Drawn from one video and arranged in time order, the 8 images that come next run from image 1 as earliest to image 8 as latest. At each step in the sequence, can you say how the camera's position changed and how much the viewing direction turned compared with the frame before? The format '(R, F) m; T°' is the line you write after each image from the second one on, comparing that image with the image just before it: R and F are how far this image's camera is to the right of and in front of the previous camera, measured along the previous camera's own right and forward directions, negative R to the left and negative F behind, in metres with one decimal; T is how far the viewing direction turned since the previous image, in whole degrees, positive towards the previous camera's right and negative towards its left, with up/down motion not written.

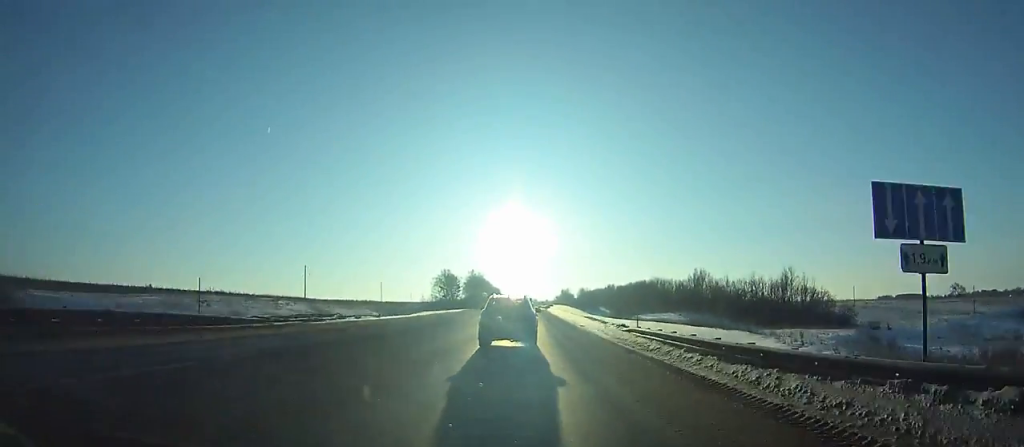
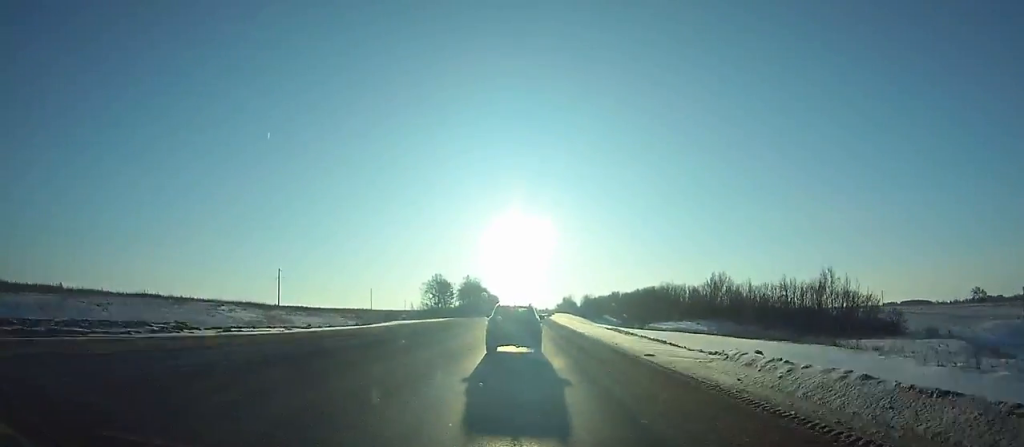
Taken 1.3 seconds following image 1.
(0.0, +23.7) m; 0°
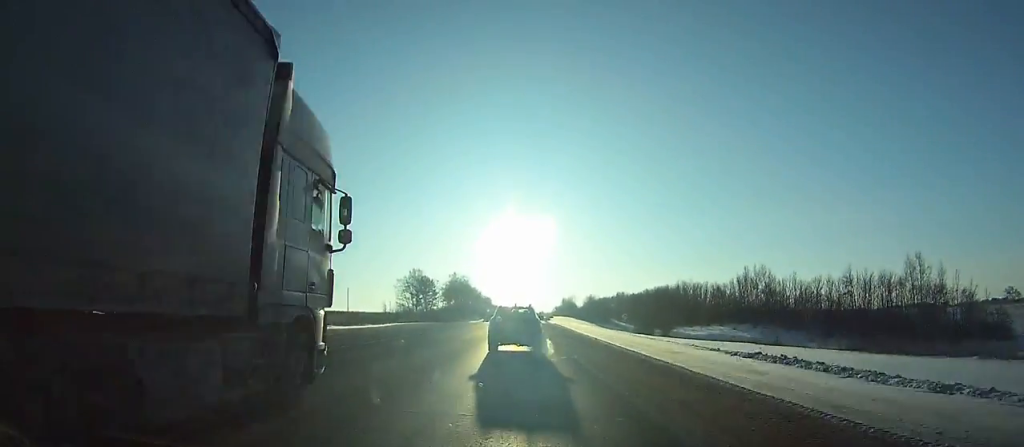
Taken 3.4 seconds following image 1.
(0.0, +37.7) m; 0°
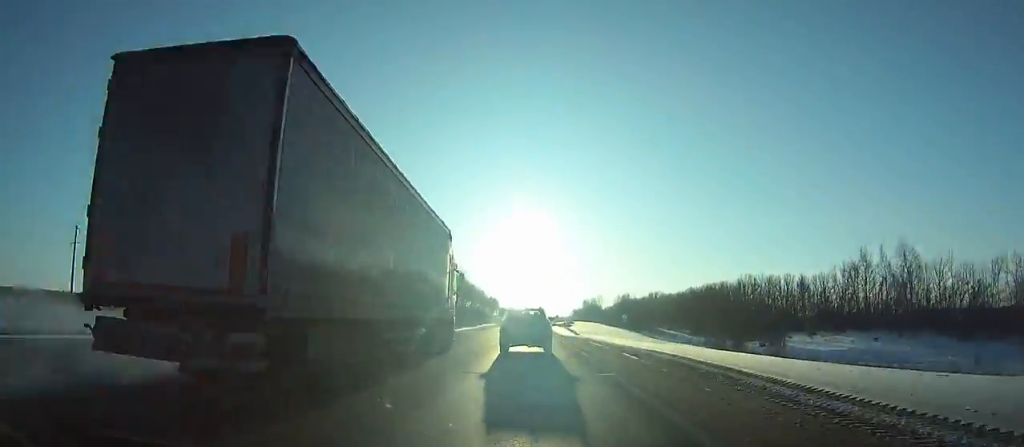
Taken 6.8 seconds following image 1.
(0.0, +60.5) m; 0°
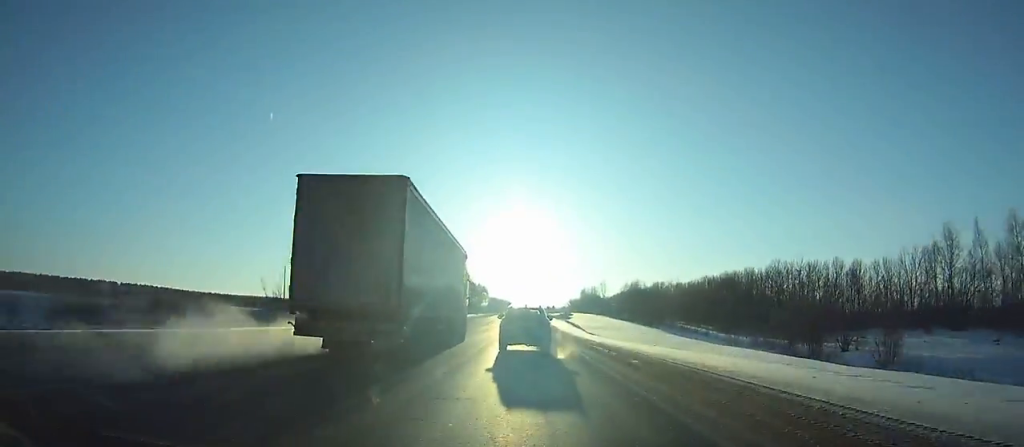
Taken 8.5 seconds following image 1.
(+0.1, +29.8) m; 0°
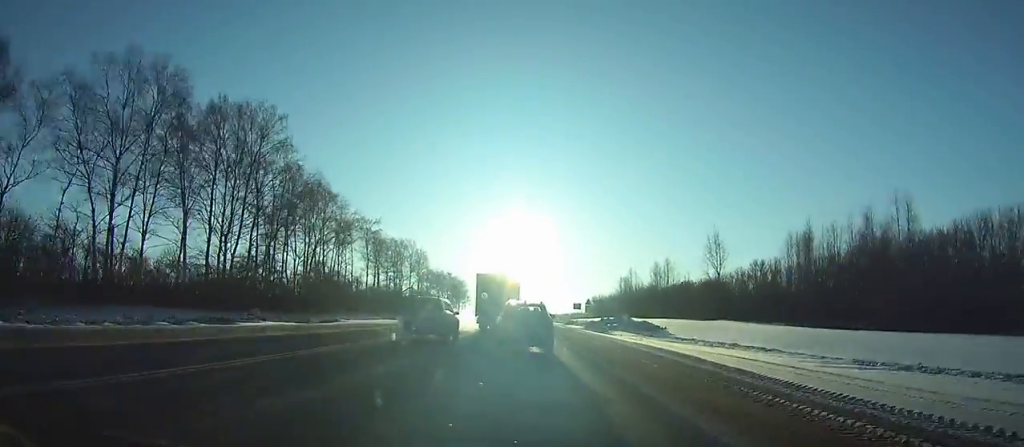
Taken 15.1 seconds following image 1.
(+0.4, +111.4) m; 0°
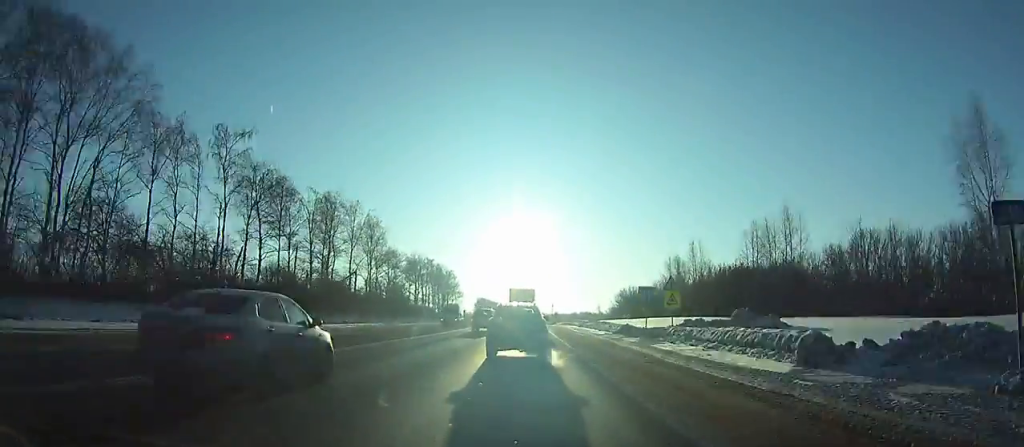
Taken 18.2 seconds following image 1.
(0.0, +48.9) m; 0°
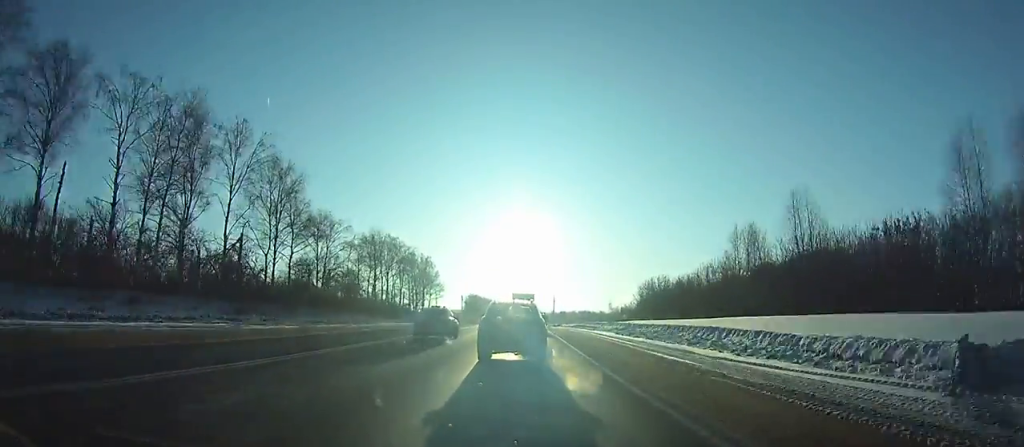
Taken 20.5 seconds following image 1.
(0.0, +35.0) m; 0°
